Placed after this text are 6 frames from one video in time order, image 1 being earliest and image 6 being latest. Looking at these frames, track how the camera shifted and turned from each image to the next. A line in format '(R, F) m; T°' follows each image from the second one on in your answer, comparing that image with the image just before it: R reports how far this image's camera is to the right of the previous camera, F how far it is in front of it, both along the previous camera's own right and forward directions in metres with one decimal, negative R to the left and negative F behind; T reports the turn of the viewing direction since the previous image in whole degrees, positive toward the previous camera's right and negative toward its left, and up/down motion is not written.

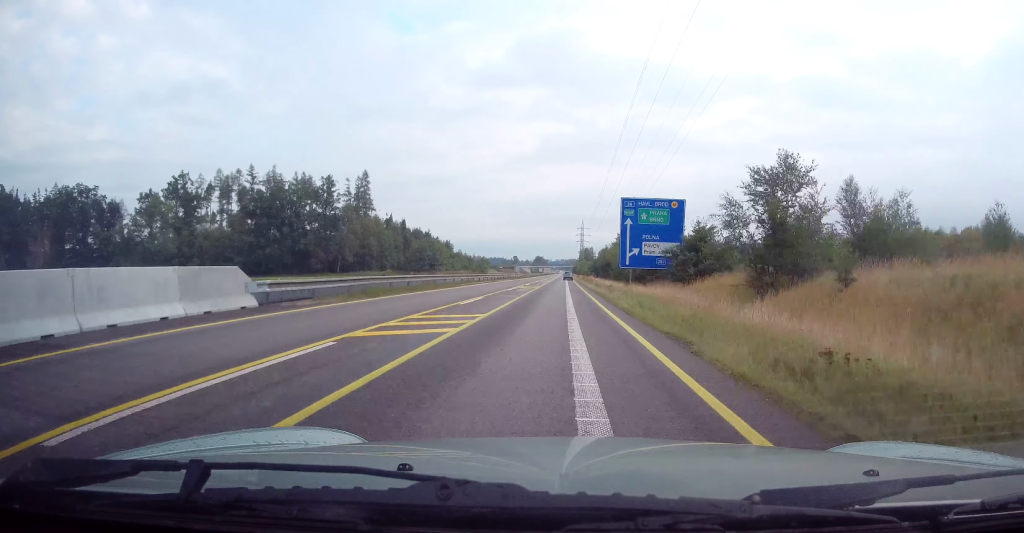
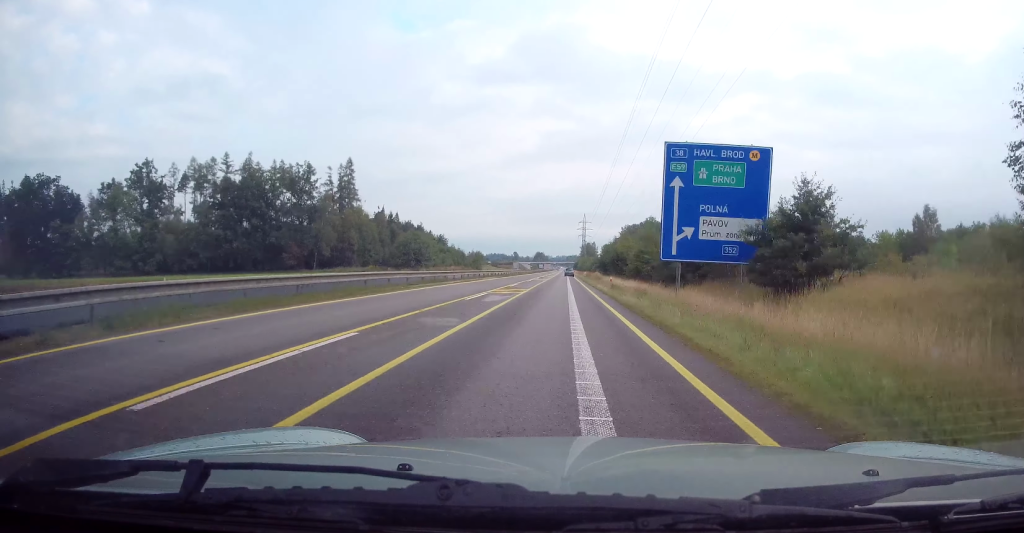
(+0.2, +16.9) m; 0°
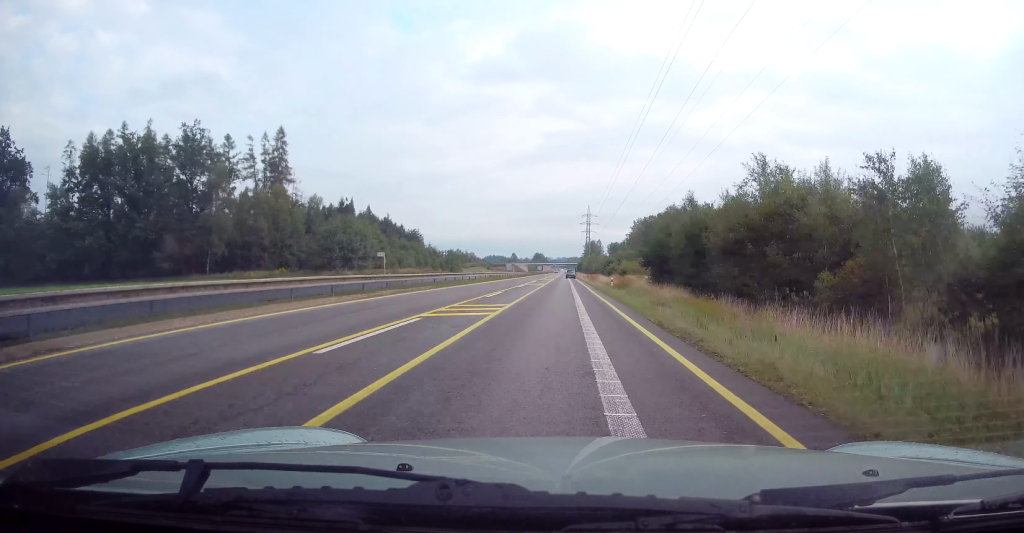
(-0.7, +49.5) m; +1°
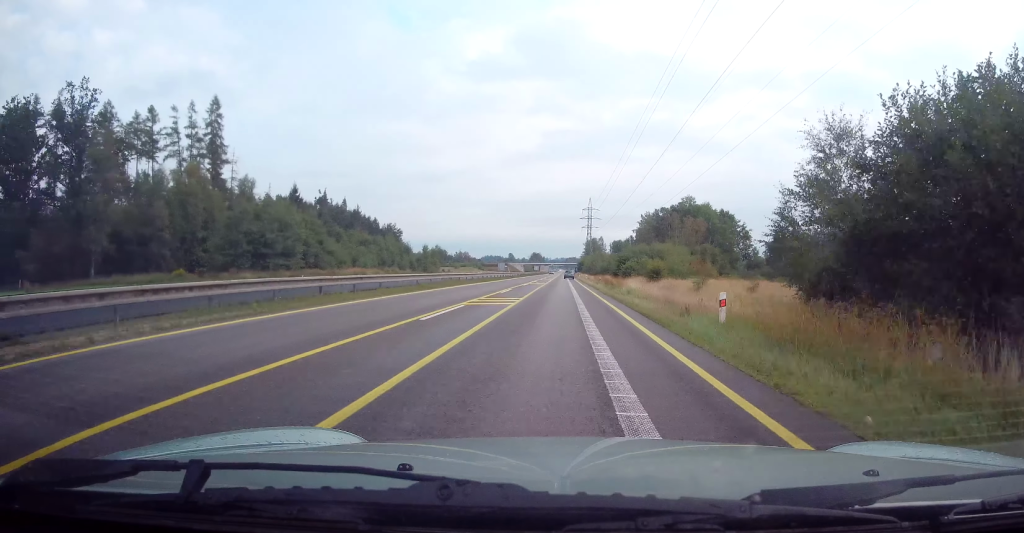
(+0.3, +29.4) m; -1°
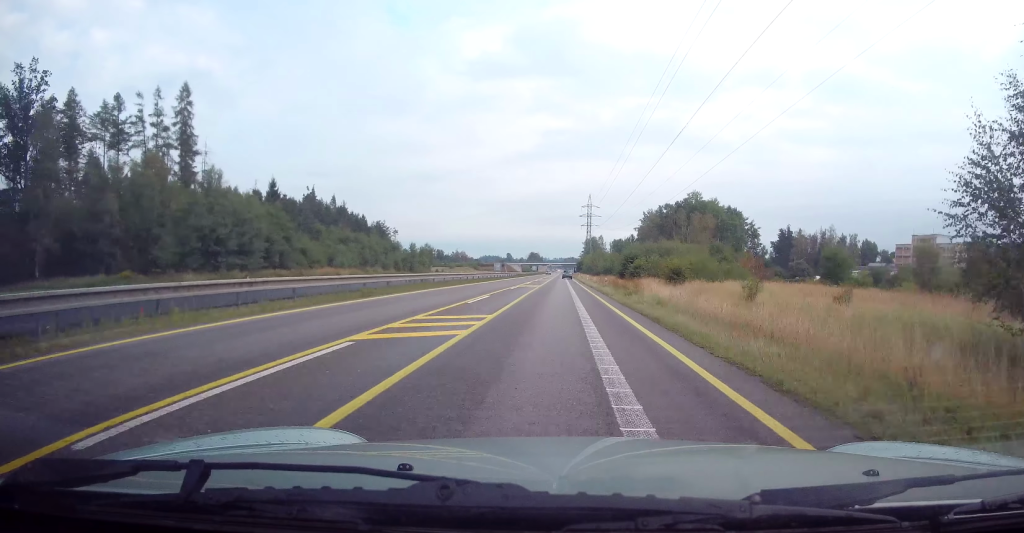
(-0.3, +10.6) m; -1°
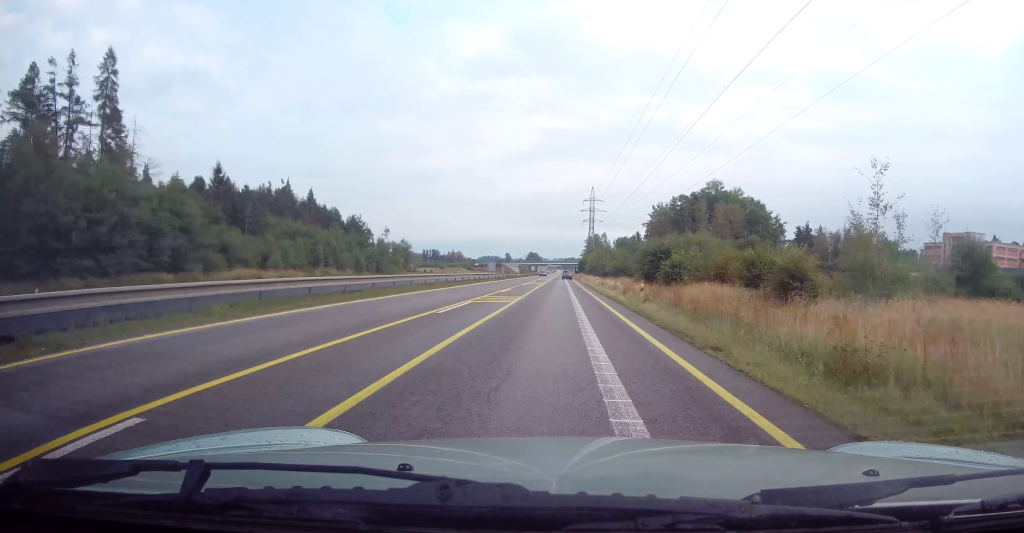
(+0.2, +22.5) m; +1°
